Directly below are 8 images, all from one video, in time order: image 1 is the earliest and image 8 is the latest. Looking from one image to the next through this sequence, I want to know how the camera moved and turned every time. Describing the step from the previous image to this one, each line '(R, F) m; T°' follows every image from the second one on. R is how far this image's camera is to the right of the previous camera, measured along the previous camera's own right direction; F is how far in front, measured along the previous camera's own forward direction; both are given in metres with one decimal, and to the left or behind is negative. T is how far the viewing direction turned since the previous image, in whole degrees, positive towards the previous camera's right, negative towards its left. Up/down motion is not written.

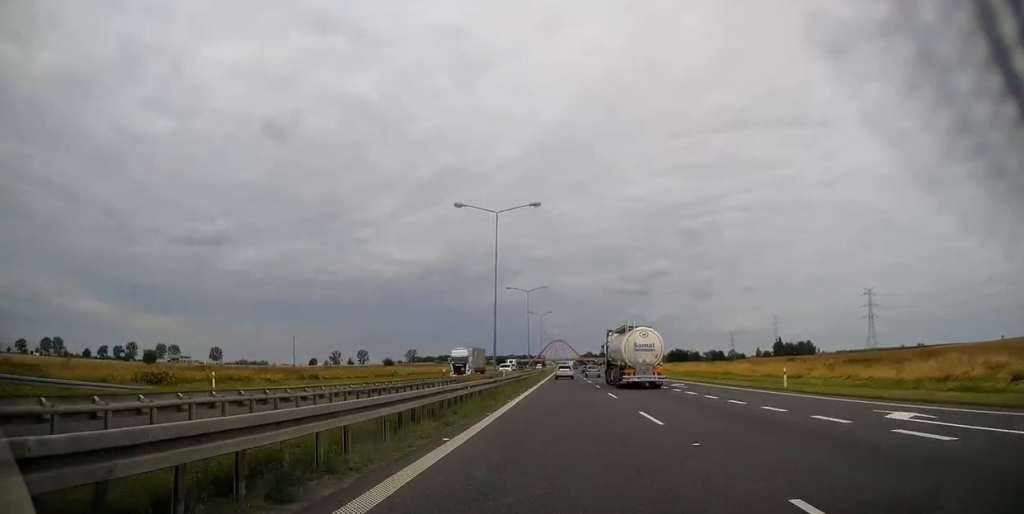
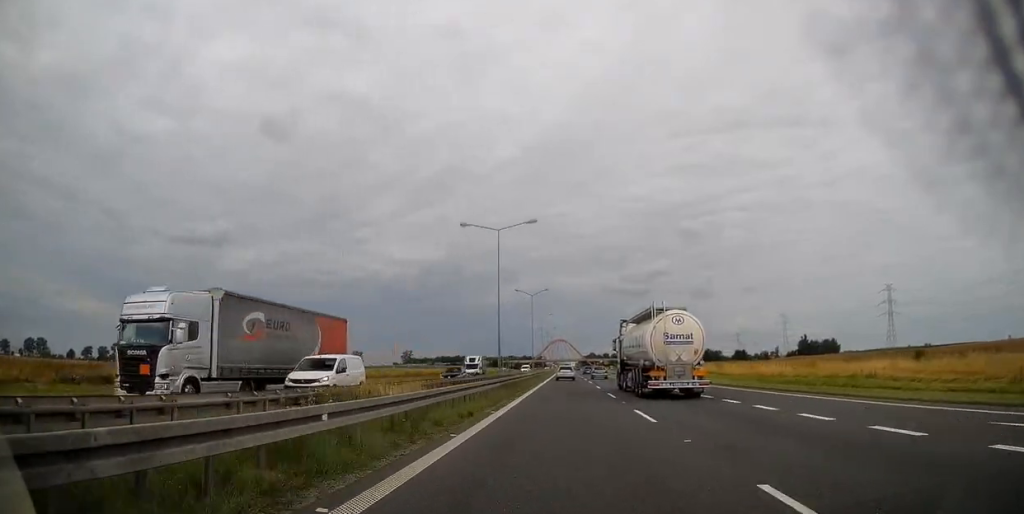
(-0.2, +35.2) m; 0°
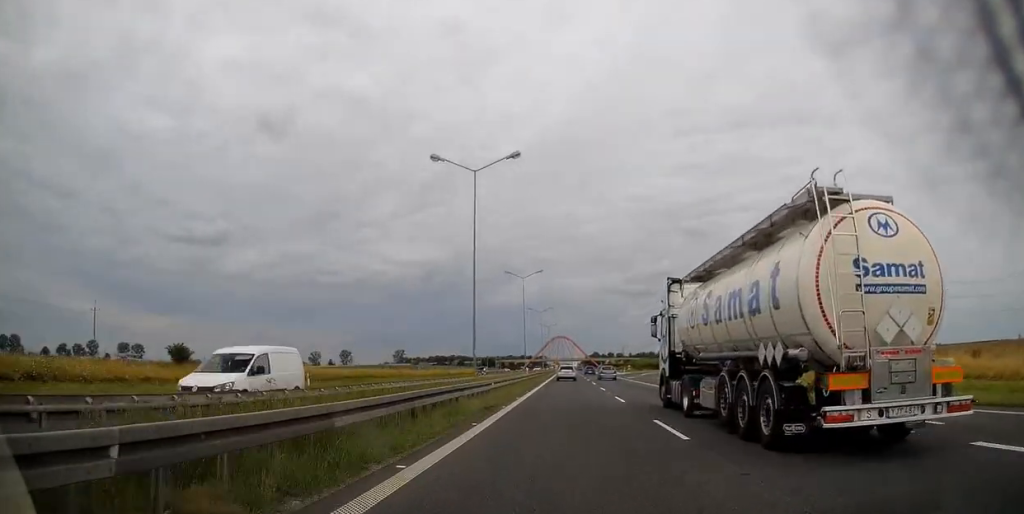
(+0.2, +51.7) m; 0°
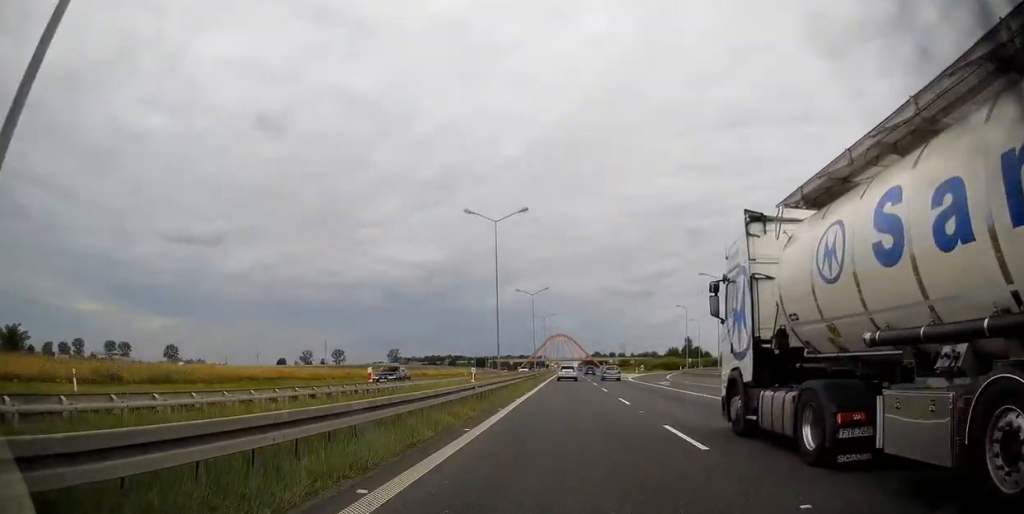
(0.0, +25.5) m; 0°
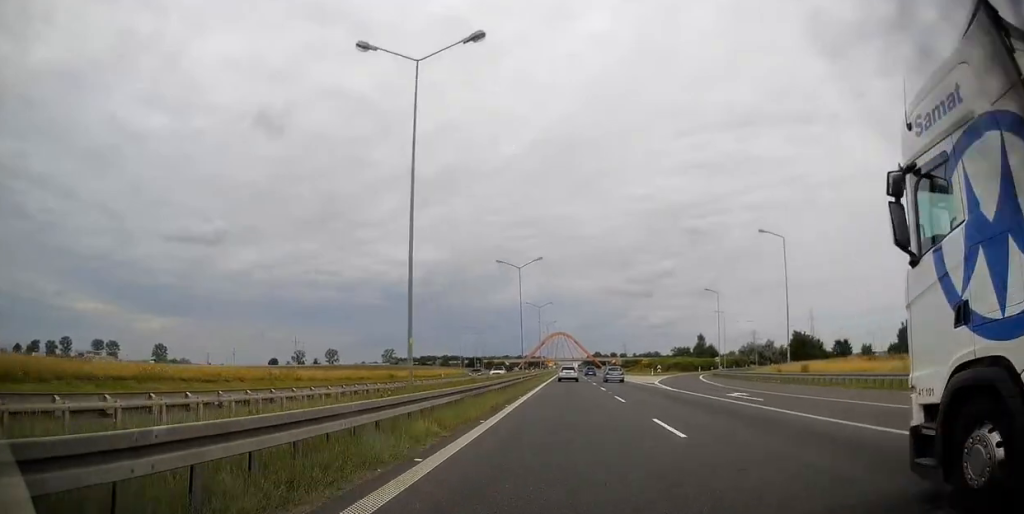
(-0.2, +22.1) m; 0°
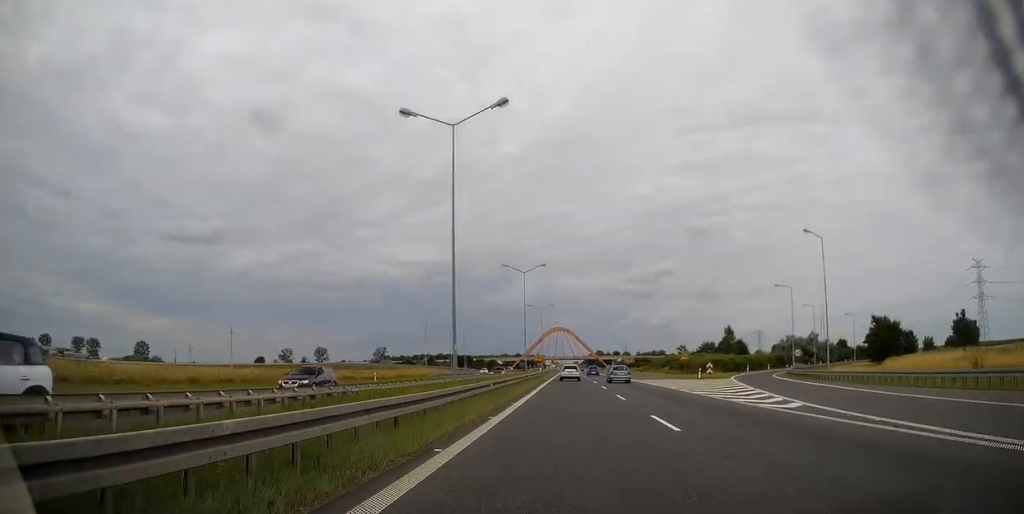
(+0.2, +35.0) m; 0°
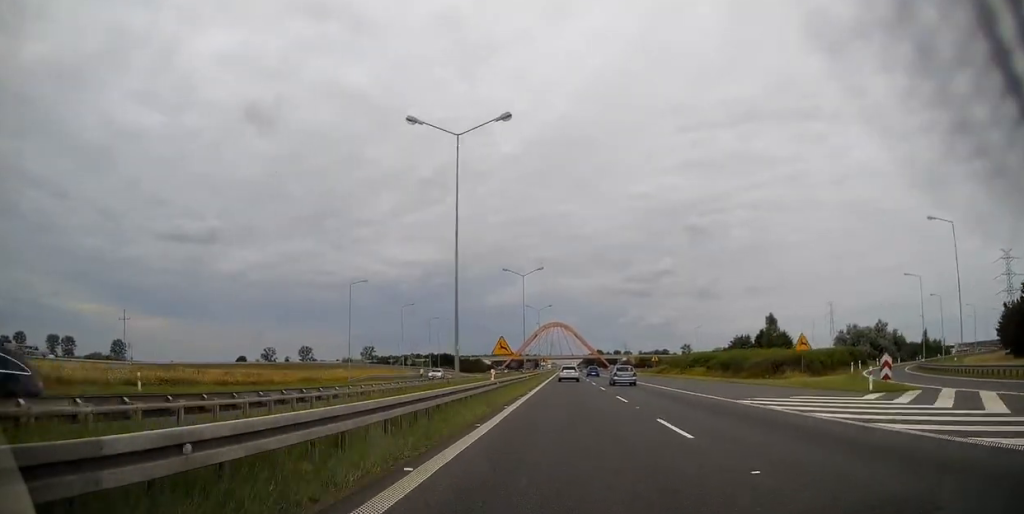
(+0.2, +37.4) m; 0°
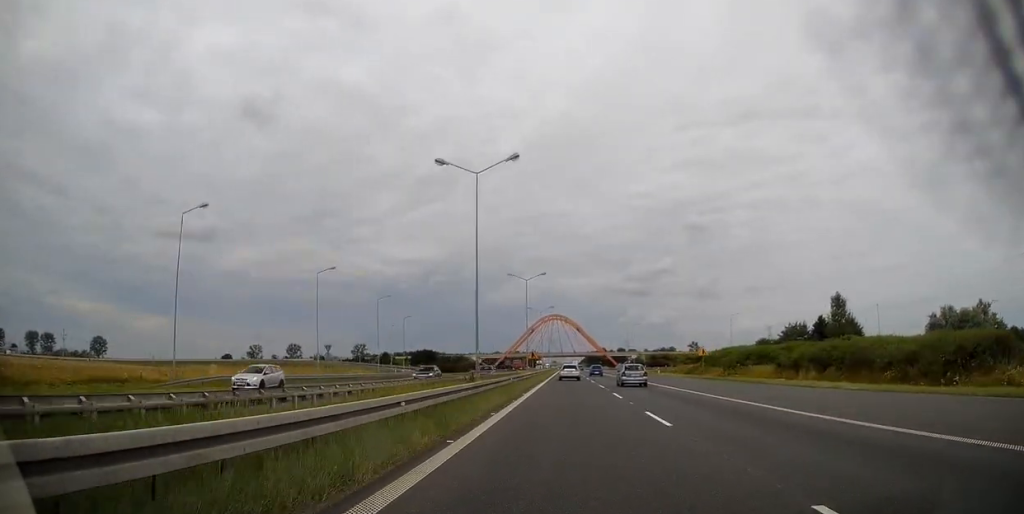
(-0.1, +33.8) m; -1°
